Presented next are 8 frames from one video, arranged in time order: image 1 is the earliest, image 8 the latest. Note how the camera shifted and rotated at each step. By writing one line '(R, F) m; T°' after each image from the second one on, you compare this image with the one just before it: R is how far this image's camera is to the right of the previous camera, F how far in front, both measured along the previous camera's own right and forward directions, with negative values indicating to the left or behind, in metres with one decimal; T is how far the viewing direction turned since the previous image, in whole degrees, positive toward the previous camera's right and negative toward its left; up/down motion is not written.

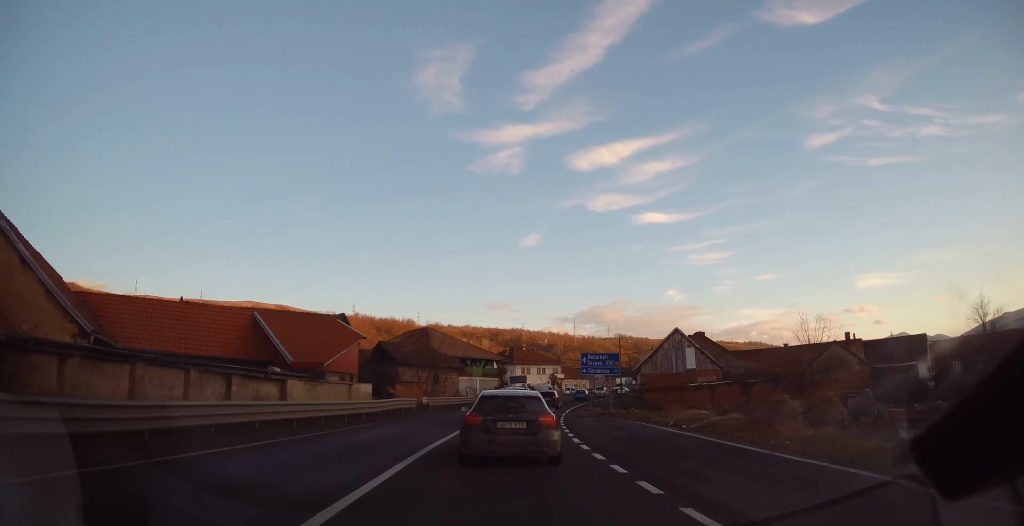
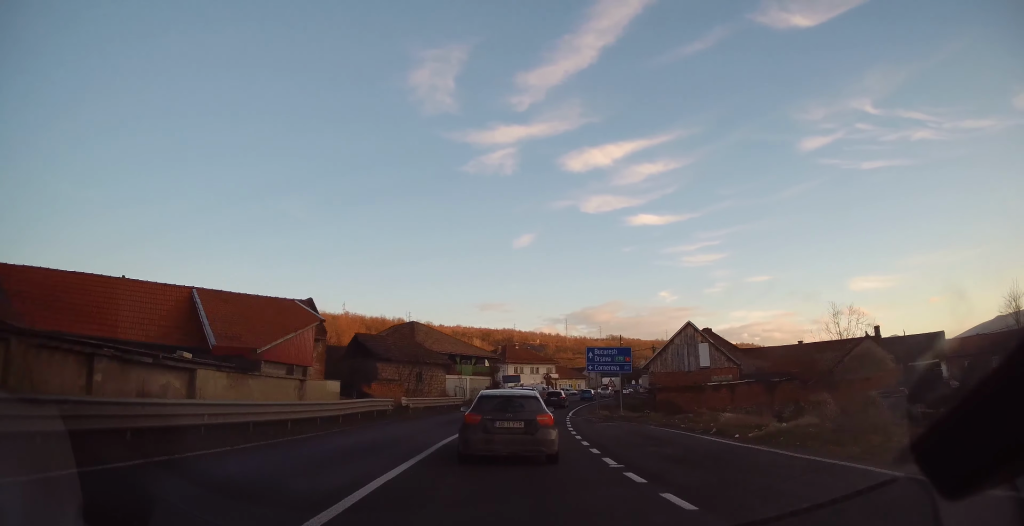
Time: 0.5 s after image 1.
(0.0, +5.0) m; +2°
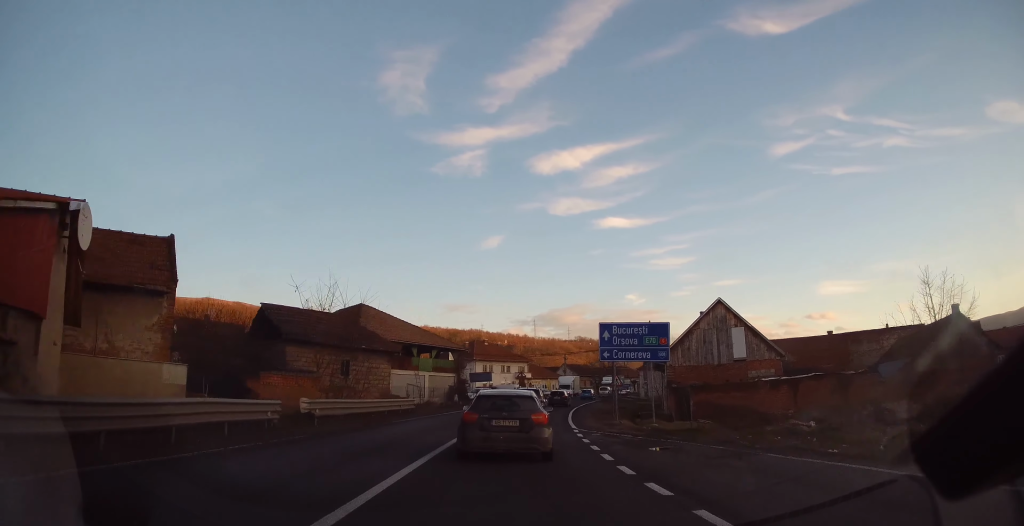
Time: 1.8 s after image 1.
(+0.4, +11.2) m; +3°
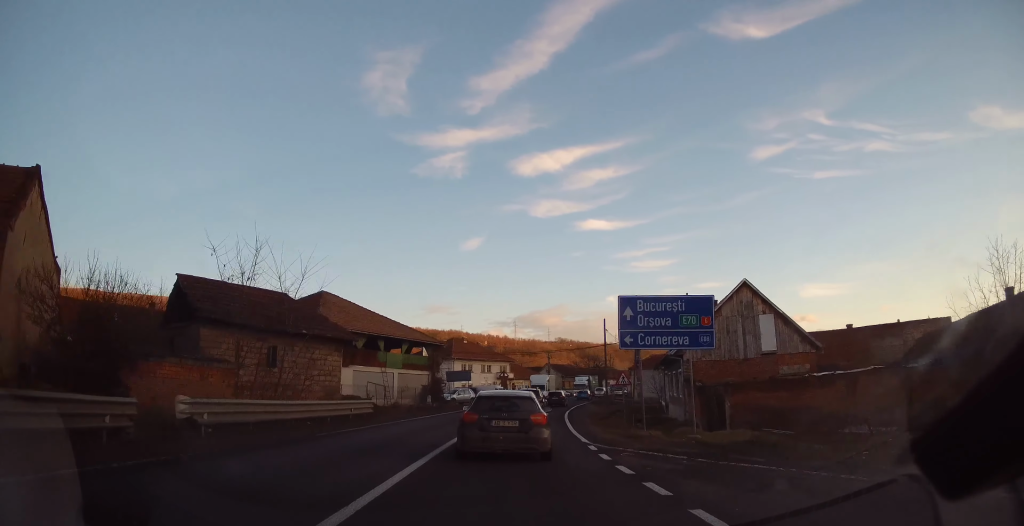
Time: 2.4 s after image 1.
(-0.2, +5.6) m; +1°
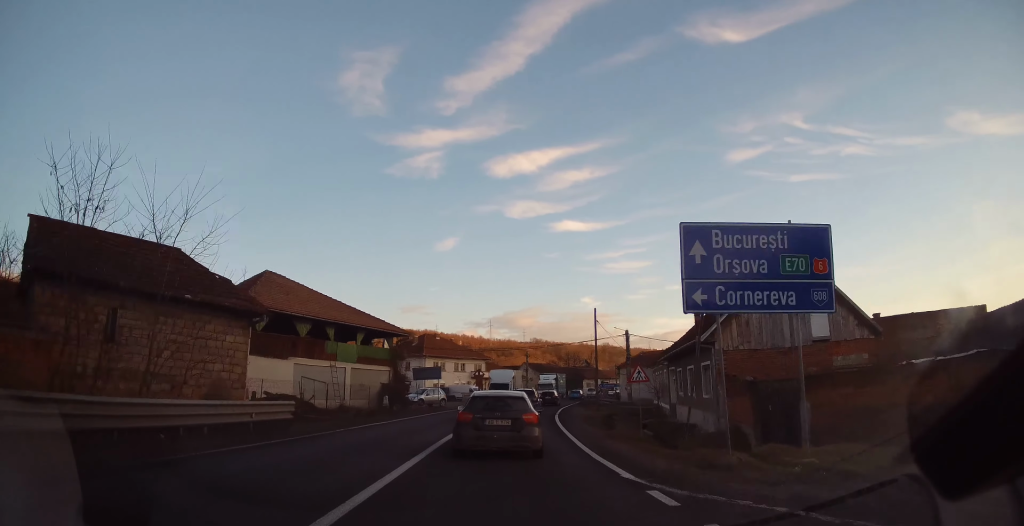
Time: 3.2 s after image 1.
(+0.4, +6.9) m; +3°
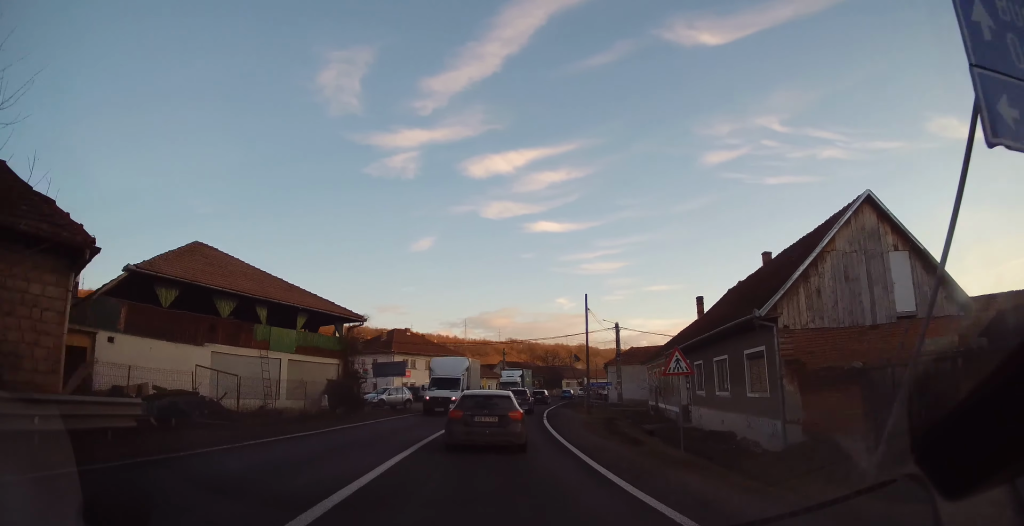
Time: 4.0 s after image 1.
(+0.1, +6.5) m; +3°
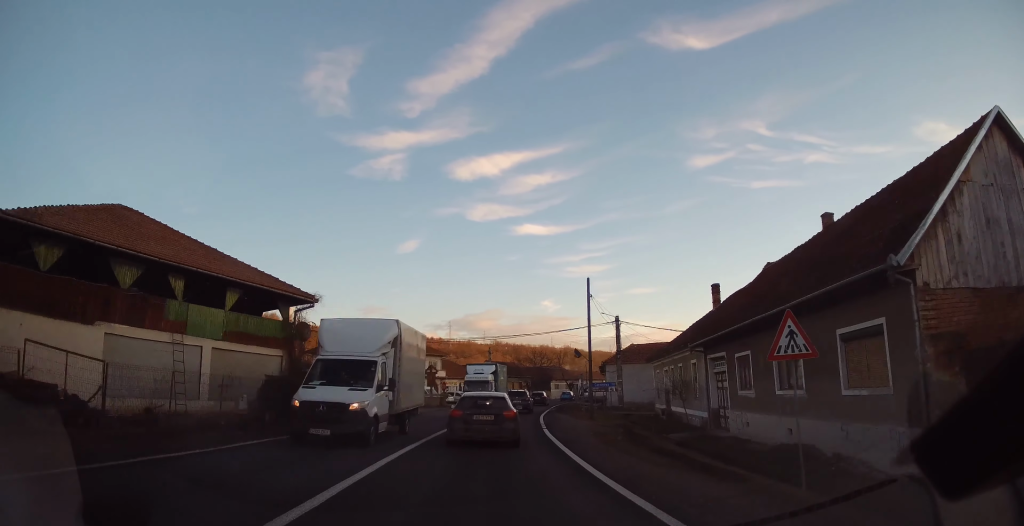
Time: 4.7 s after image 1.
(+0.2, +6.1) m; +1°
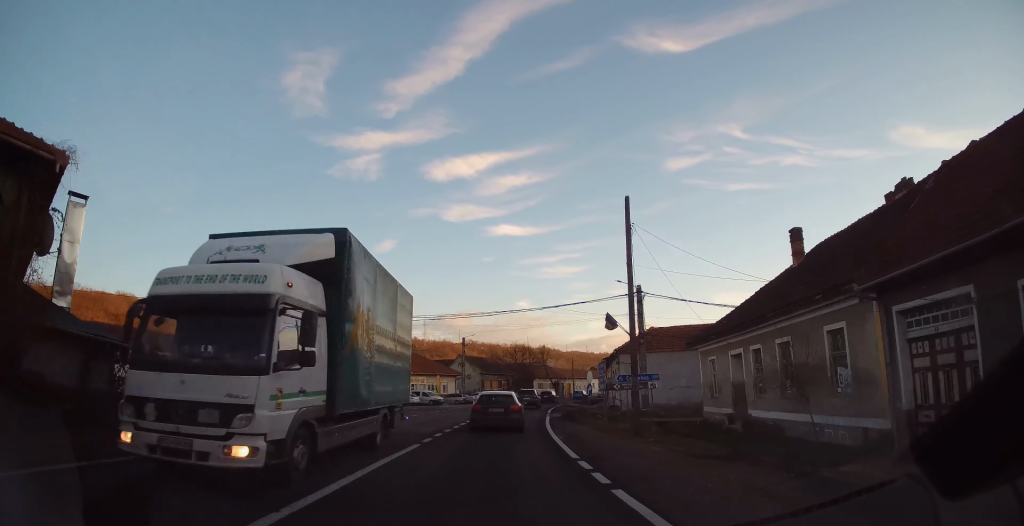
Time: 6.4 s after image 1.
(-0.2, +13.5) m; +1°
